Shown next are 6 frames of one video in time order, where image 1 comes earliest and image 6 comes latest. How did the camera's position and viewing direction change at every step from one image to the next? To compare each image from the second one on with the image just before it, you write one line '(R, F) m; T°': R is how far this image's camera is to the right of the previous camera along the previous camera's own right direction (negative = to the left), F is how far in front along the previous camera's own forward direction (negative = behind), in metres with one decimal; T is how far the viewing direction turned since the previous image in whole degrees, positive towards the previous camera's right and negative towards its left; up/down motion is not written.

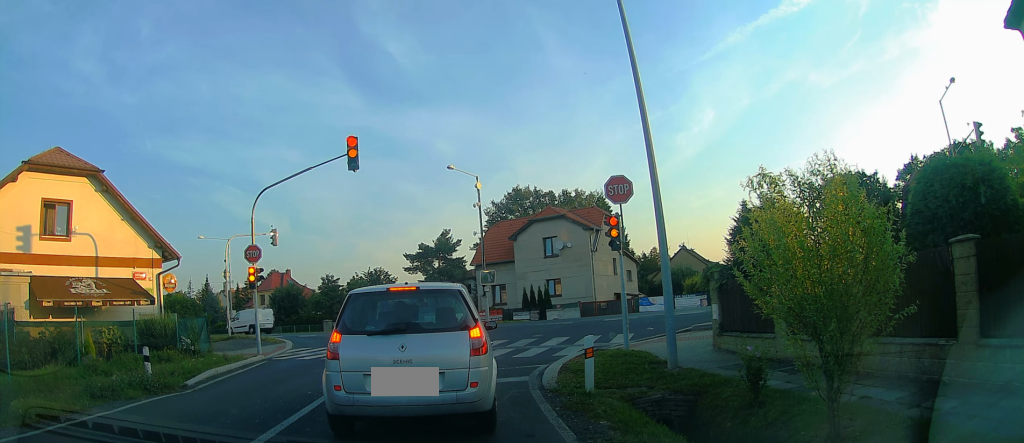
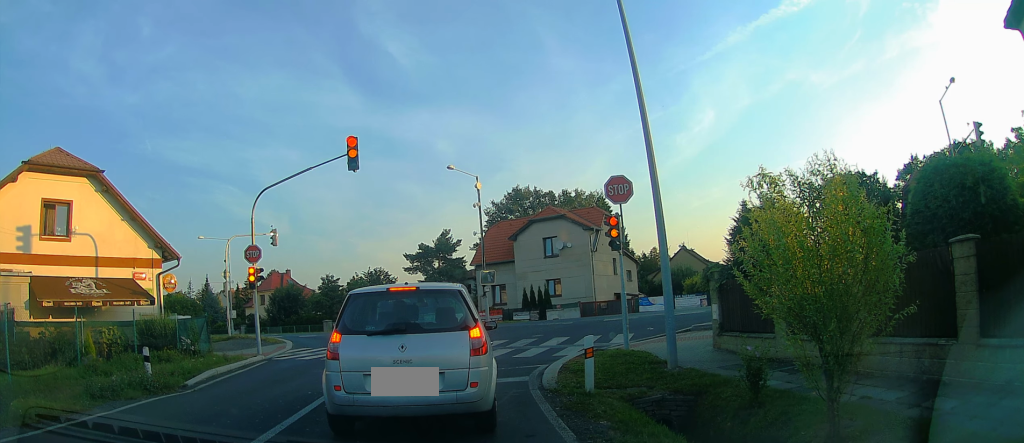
(0.0, 0.0) m; 0°
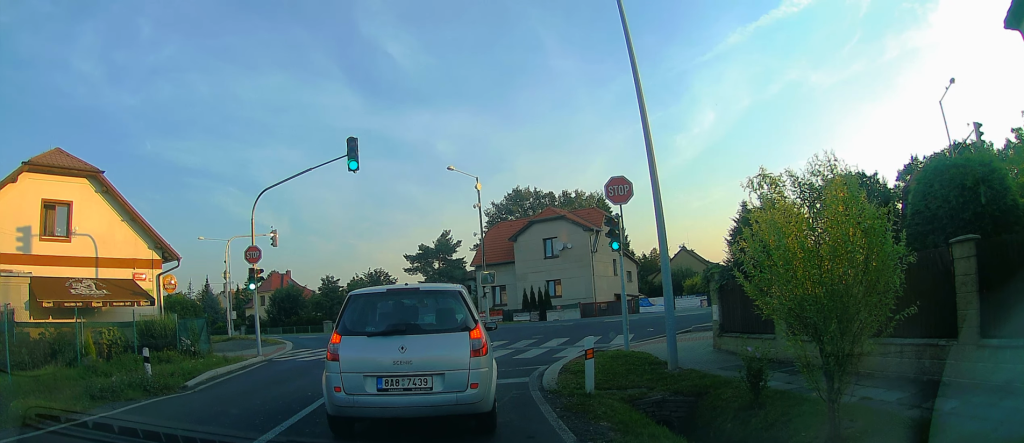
(0.0, 0.0) m; 0°
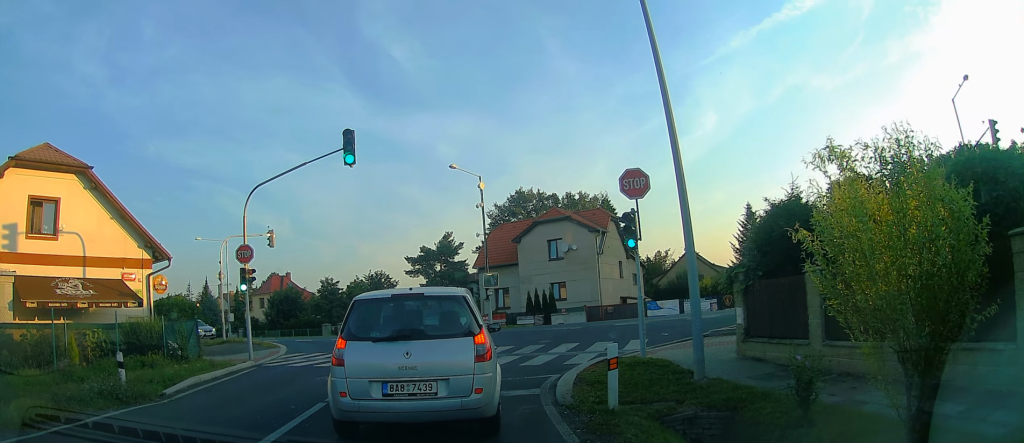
(0.0, 0.0) m; 0°
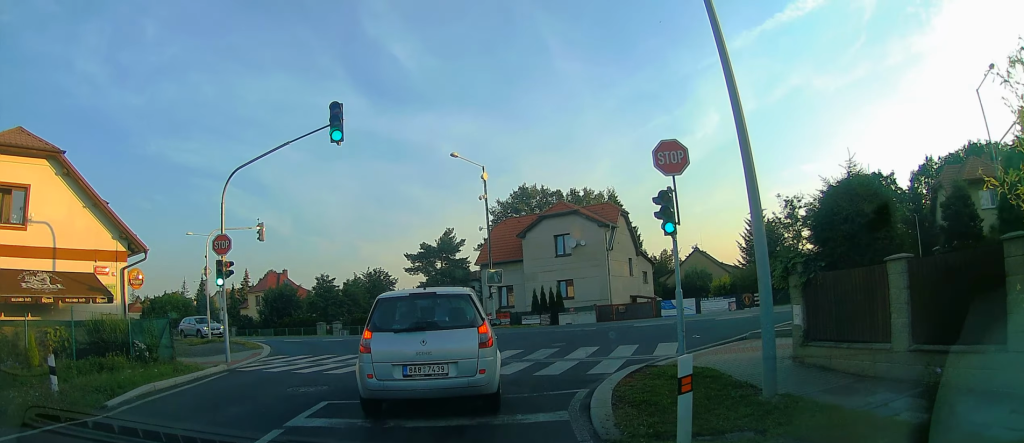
(-0.1, +0.7) m; -3°
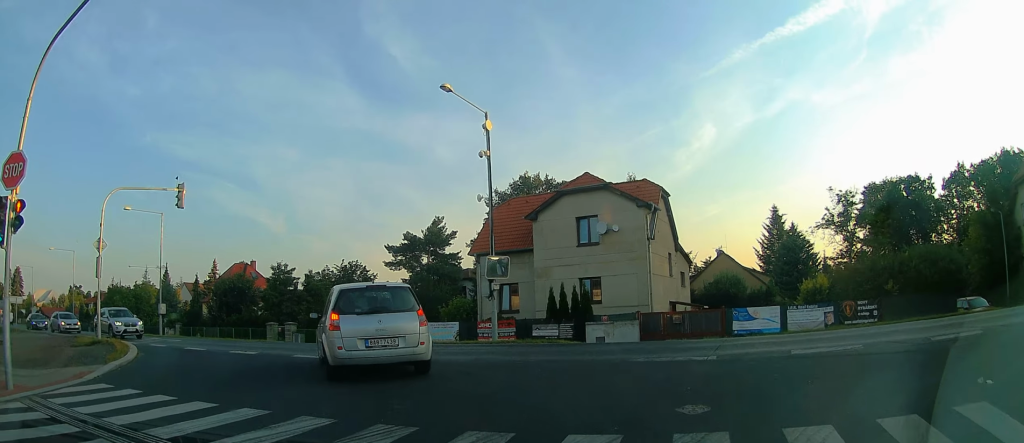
(+0.4, +7.6) m; +4°
